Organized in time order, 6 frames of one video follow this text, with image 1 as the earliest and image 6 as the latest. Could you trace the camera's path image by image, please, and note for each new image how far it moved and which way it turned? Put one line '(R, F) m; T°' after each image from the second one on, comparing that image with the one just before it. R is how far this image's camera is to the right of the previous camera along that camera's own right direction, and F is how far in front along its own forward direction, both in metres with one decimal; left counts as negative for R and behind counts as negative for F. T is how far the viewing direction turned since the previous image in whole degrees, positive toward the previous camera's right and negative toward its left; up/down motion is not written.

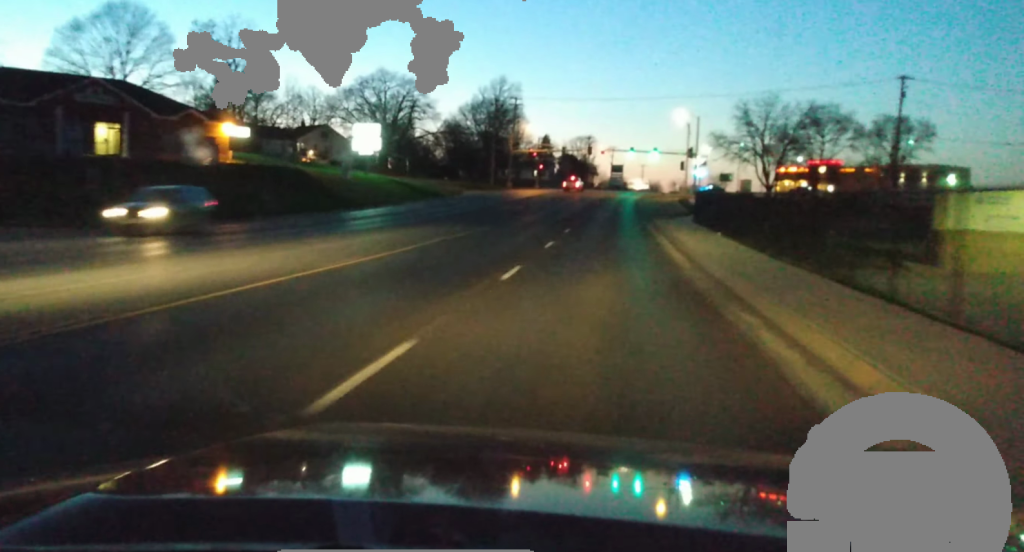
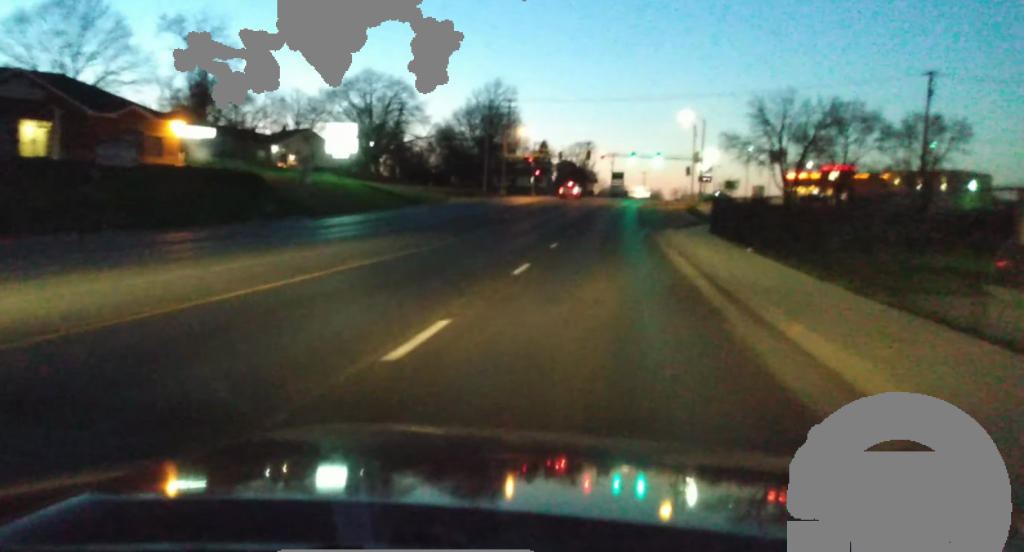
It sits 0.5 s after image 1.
(+0.1, +9.7) m; 0°
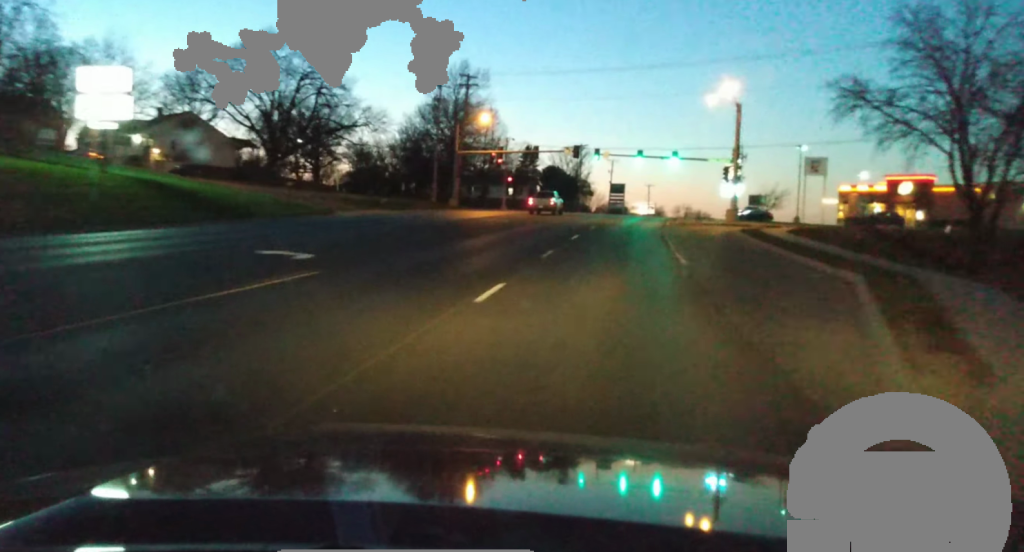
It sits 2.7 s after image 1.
(-0.5, +42.8) m; 0°
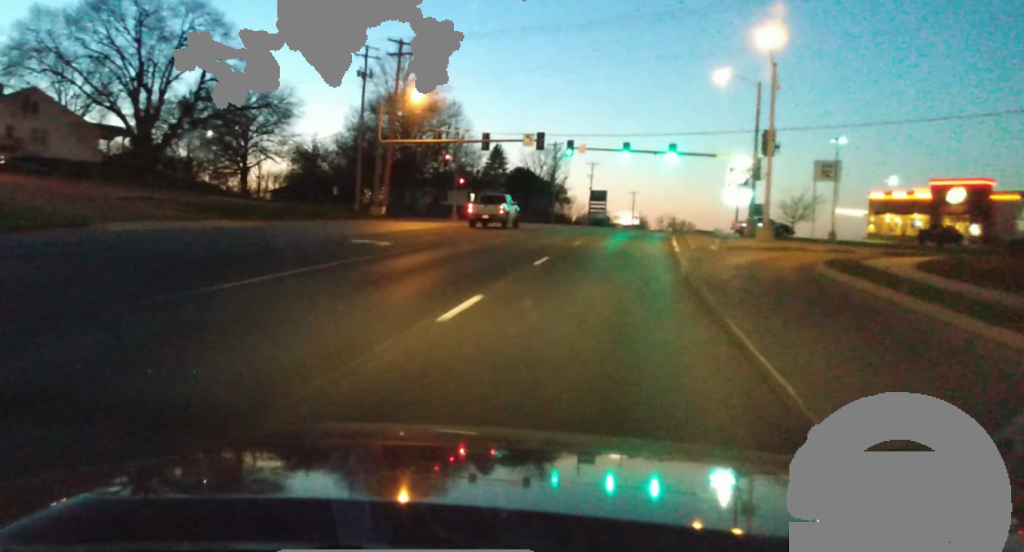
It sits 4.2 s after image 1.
(+0.4, +27.1) m; +1°
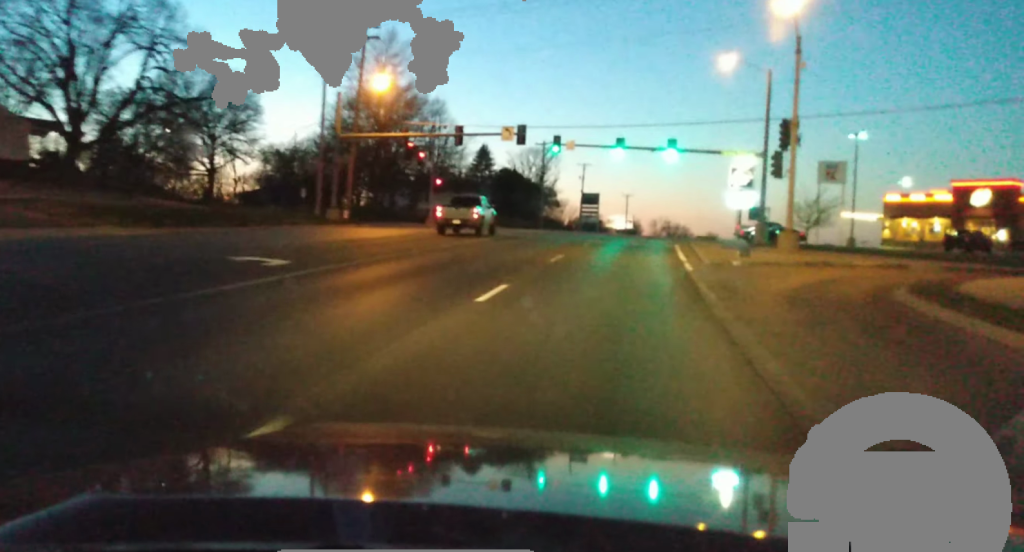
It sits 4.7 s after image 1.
(+0.1, +9.4) m; -1°
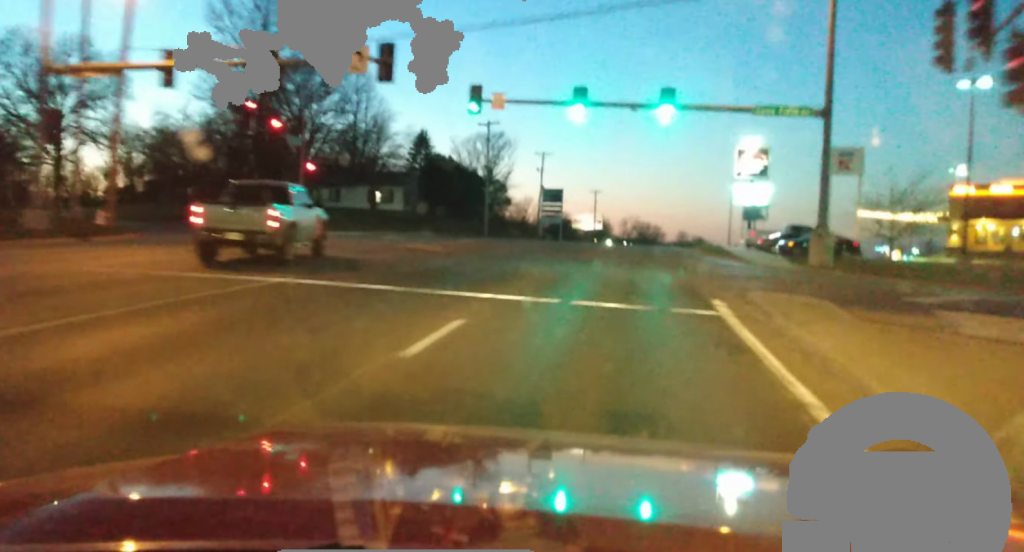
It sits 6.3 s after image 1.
(0.0, +29.6) m; +3°
